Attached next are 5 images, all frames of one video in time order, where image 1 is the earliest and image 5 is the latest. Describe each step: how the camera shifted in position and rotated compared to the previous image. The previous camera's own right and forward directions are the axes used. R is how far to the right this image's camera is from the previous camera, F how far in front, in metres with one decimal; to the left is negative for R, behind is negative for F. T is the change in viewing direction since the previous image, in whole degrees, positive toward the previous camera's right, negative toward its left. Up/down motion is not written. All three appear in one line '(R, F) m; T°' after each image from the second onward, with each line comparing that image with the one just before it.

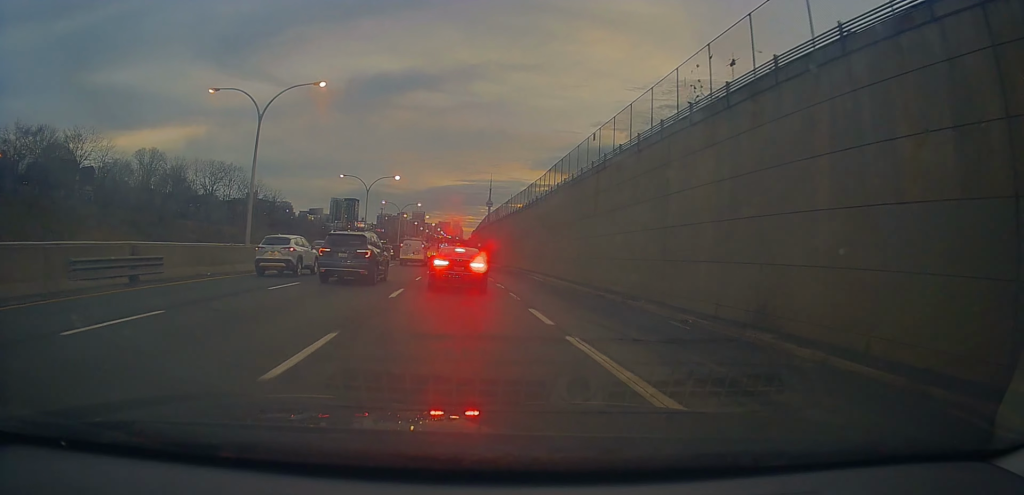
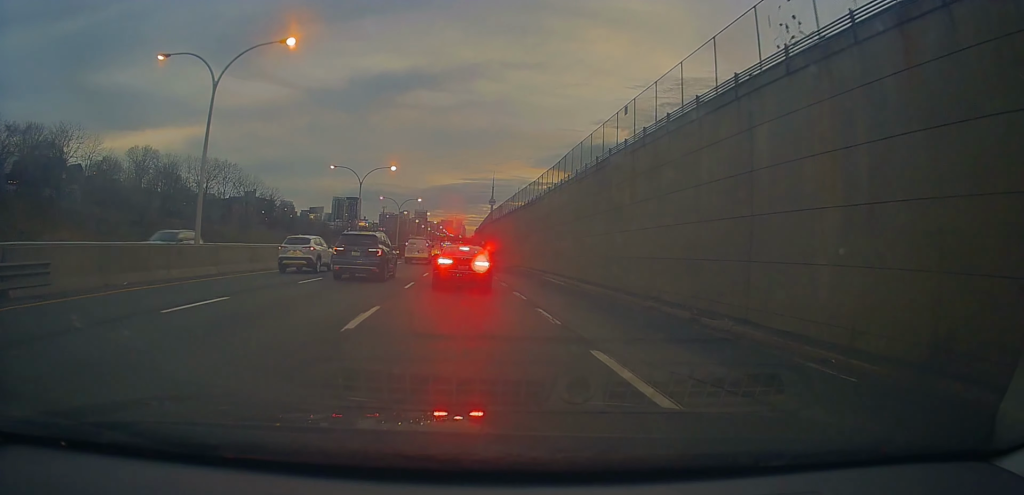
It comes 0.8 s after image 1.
(+0.3, +6.5) m; -1°
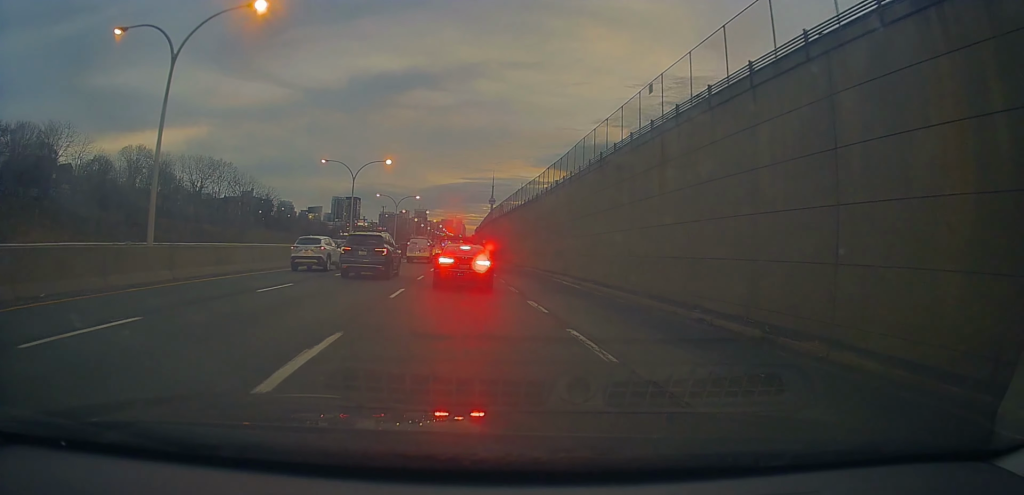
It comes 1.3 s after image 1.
(-0.3, +4.0) m; -1°
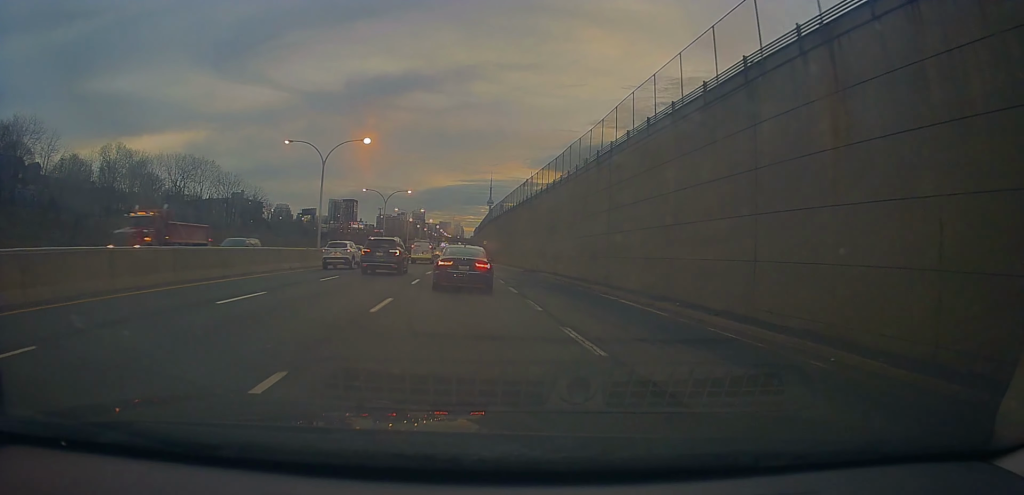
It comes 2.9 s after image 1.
(+0.2, +11.9) m; +3°
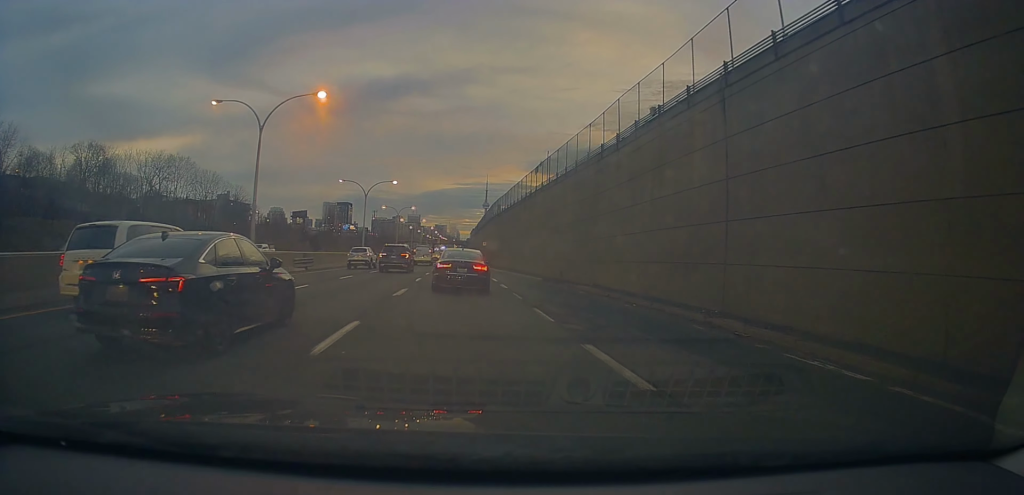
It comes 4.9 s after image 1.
(-0.5, +14.0) m; -4°
